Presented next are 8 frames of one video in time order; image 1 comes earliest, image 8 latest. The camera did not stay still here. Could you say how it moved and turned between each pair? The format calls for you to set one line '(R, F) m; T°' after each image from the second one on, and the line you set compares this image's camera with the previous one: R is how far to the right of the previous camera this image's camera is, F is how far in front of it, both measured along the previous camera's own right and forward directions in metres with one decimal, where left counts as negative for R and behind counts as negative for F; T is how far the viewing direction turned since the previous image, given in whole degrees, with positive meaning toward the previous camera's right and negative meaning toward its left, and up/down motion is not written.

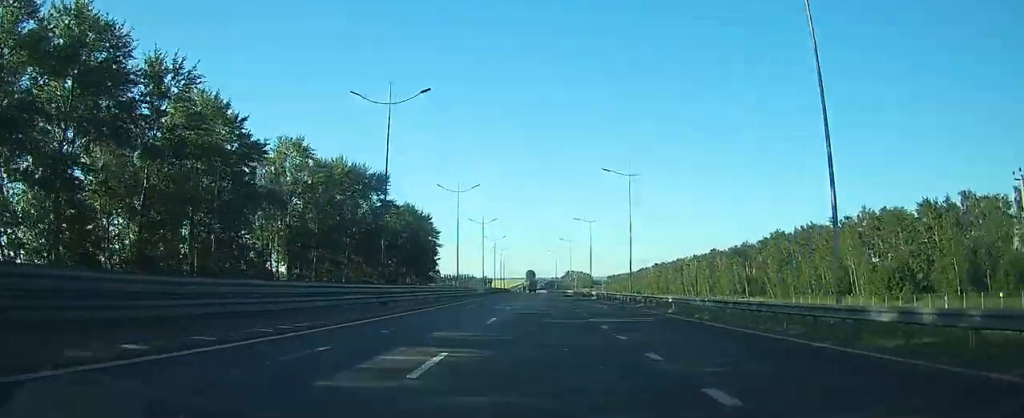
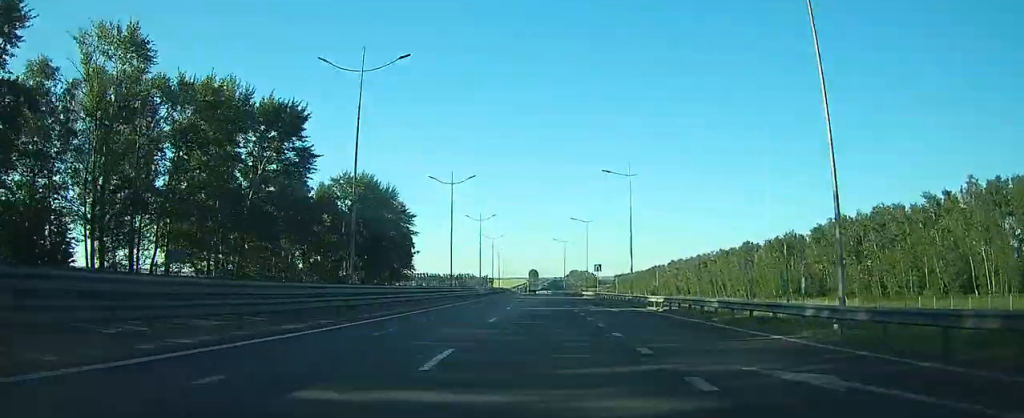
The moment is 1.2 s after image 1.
(-0.1, +35.2) m; 0°
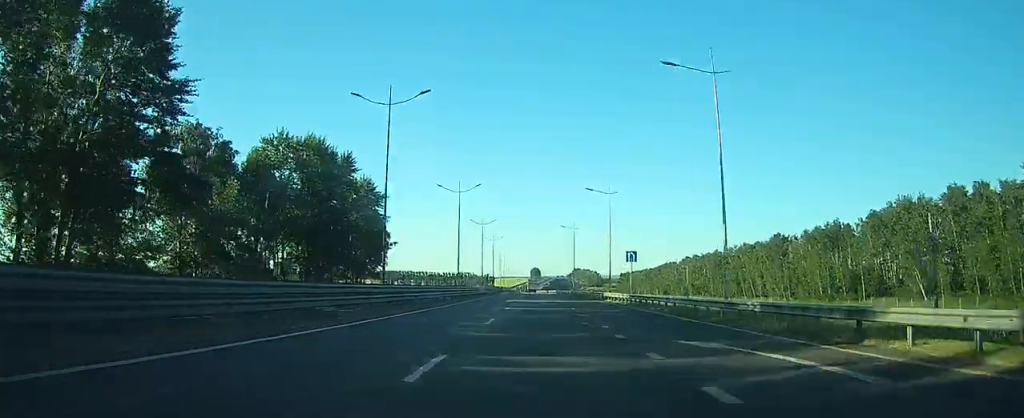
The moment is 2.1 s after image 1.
(0.0, +24.9) m; 0°
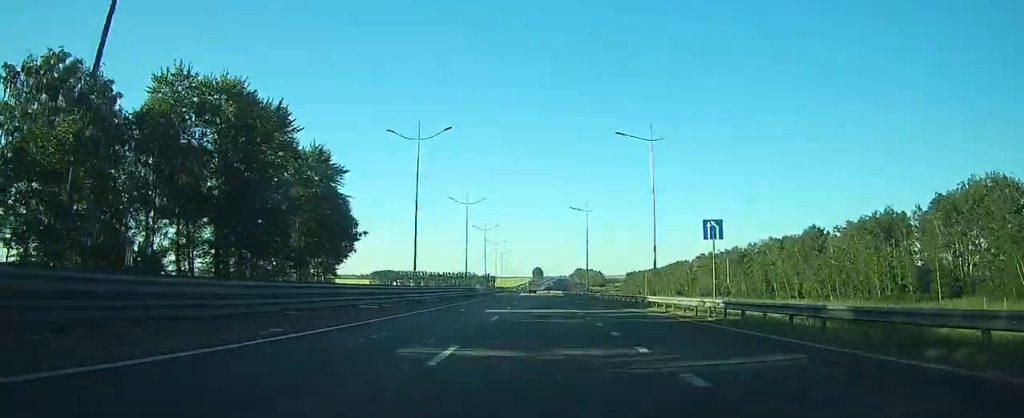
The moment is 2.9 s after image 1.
(-0.1, +22.2) m; 0°
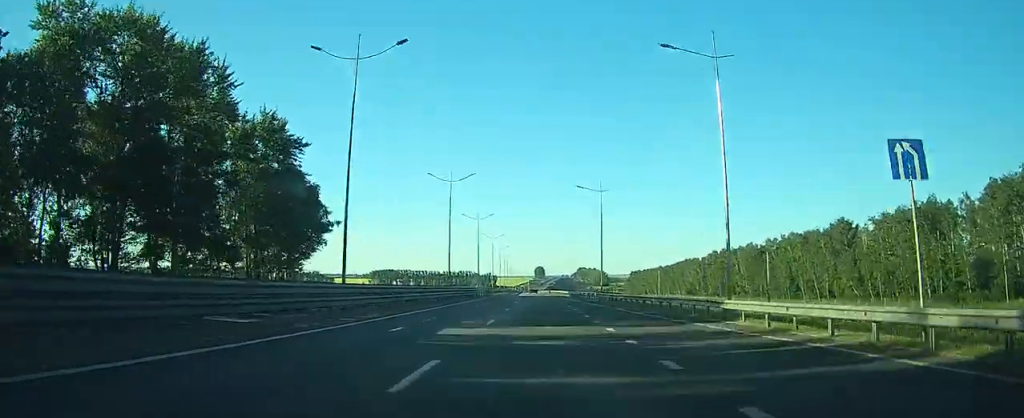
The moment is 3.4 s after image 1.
(0.0, +14.5) m; 0°
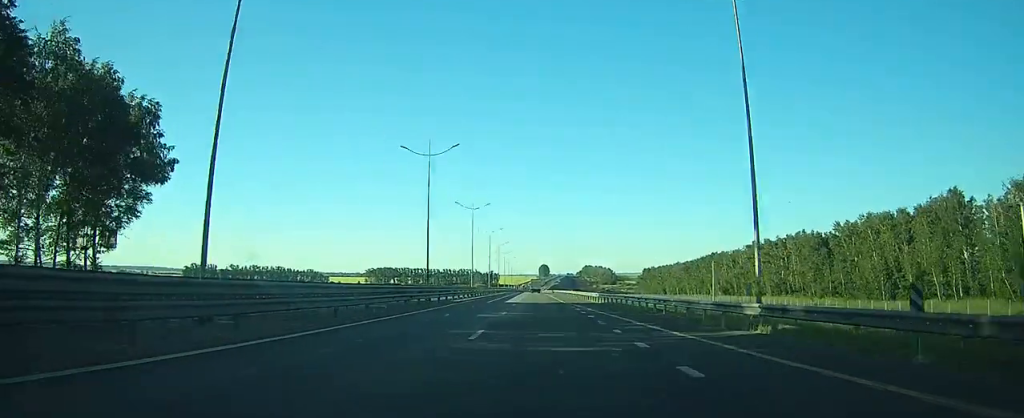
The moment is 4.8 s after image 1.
(-0.1, +40.8) m; 0°
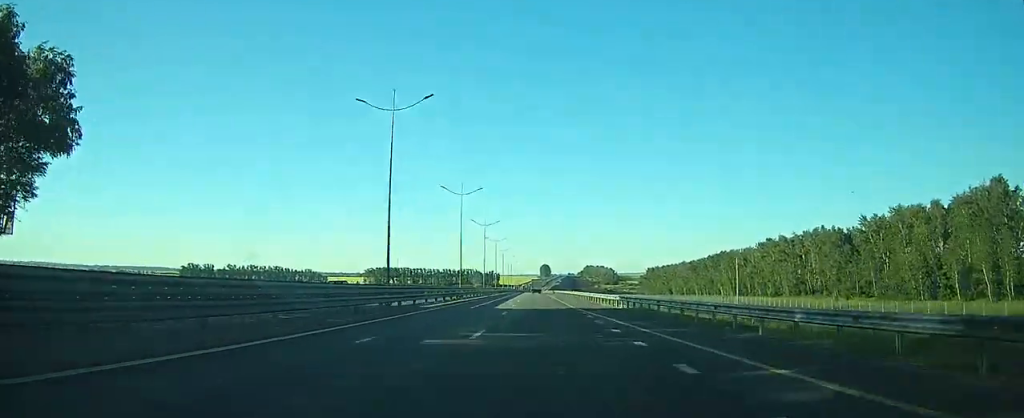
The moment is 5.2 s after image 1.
(0.0, +11.7) m; 0°
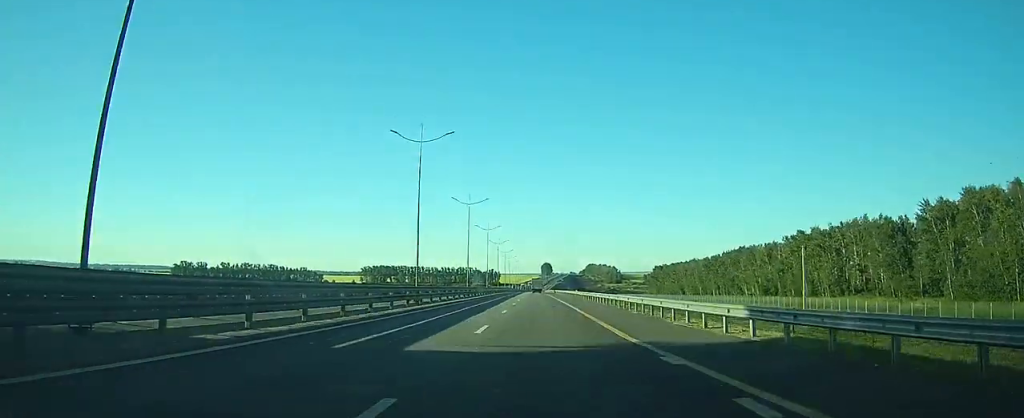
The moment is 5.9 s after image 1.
(0.0, +22.4) m; 0°
